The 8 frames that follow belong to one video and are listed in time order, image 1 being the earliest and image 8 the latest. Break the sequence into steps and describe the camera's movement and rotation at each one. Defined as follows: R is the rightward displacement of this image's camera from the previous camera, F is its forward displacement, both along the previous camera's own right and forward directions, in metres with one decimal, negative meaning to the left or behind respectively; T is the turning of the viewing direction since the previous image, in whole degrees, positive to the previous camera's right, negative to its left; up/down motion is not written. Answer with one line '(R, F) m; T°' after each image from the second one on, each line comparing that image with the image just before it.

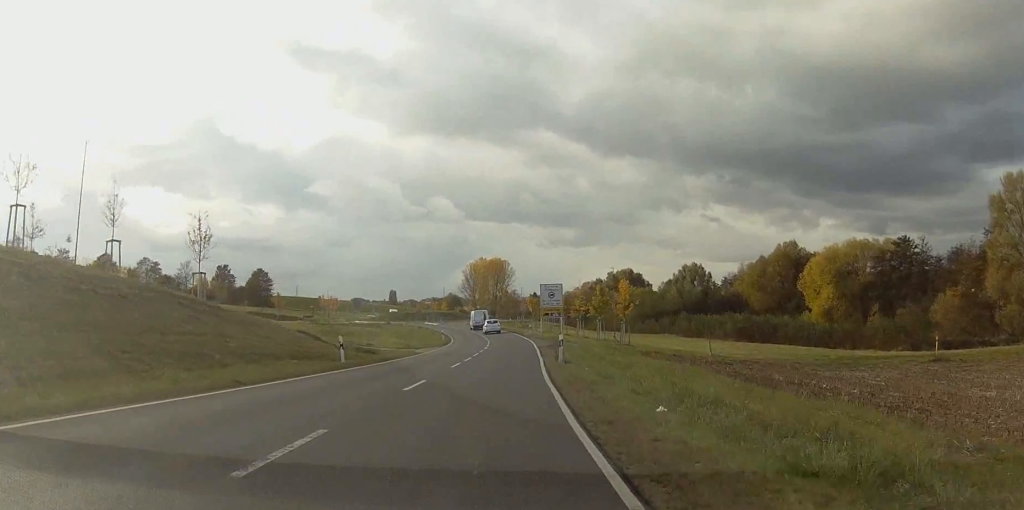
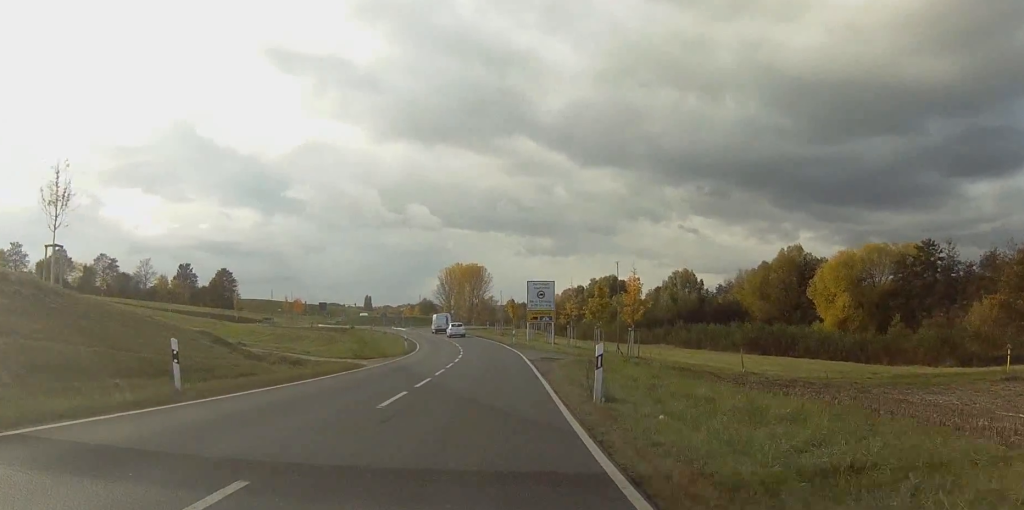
(+0.4, +15.8) m; +2°
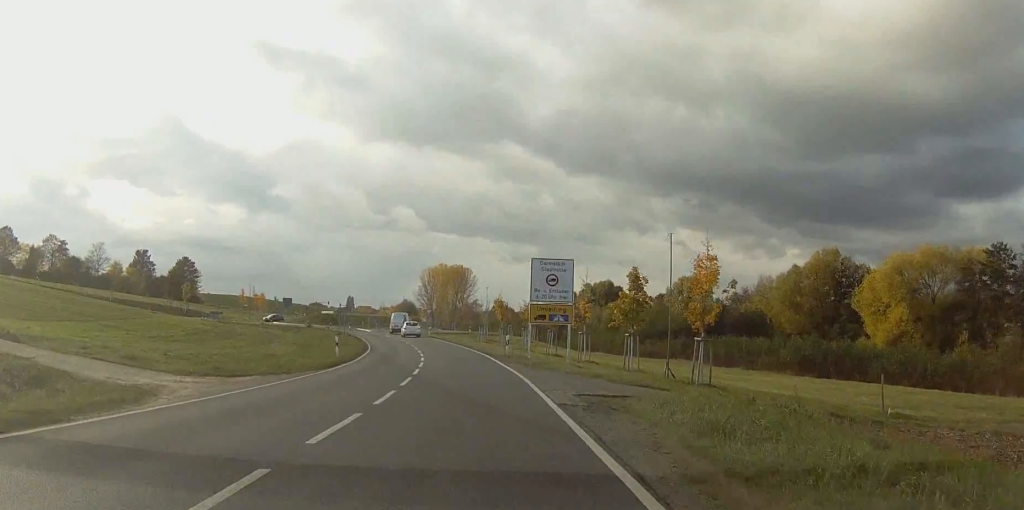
(+0.3, +23.9) m; +1°
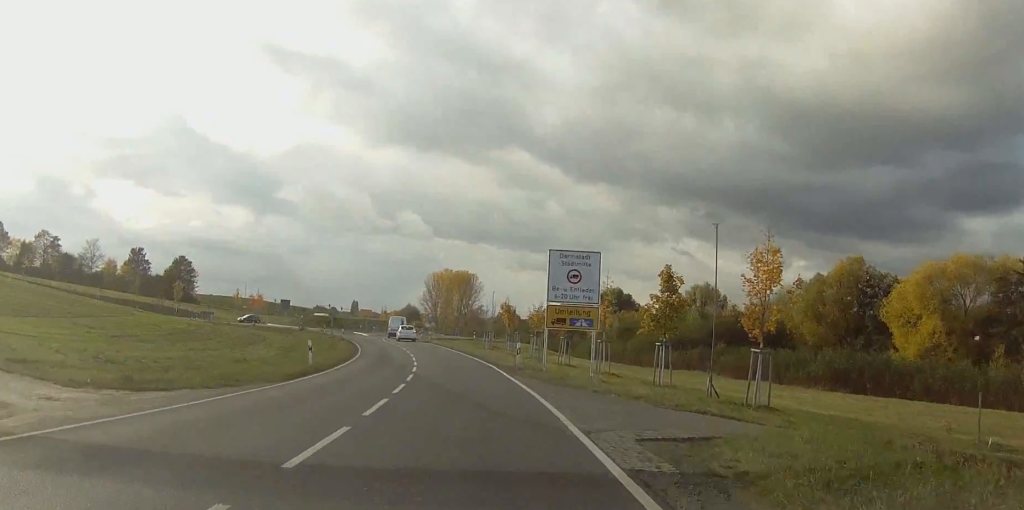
(0.0, +7.6) m; -1°
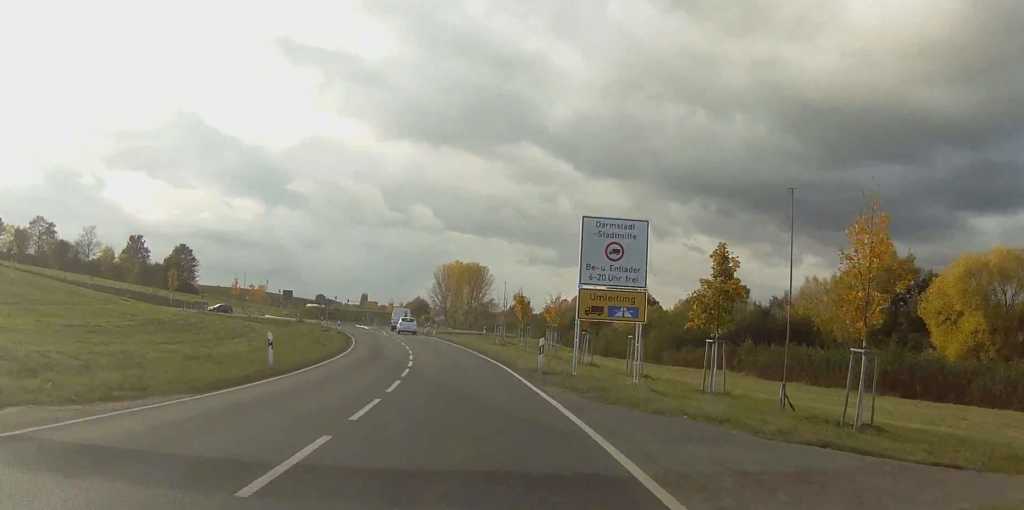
(+0.1, +8.0) m; -1°
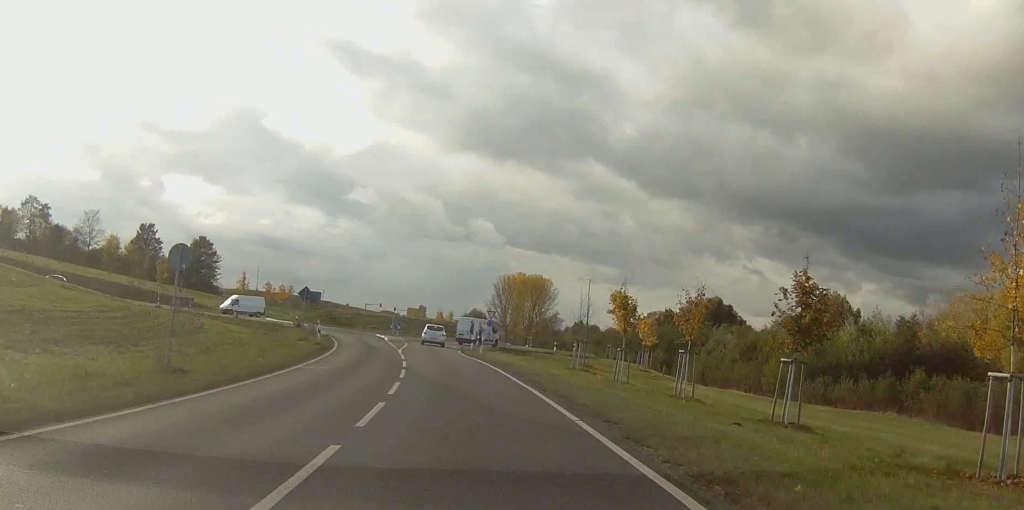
(-1.0, +32.1) m; -3°
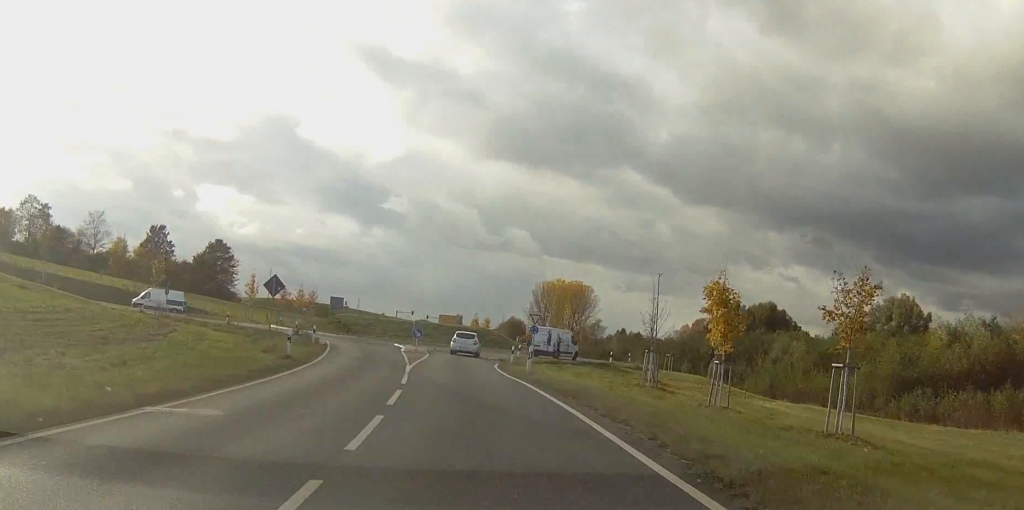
(-0.4, +15.2) m; -1°
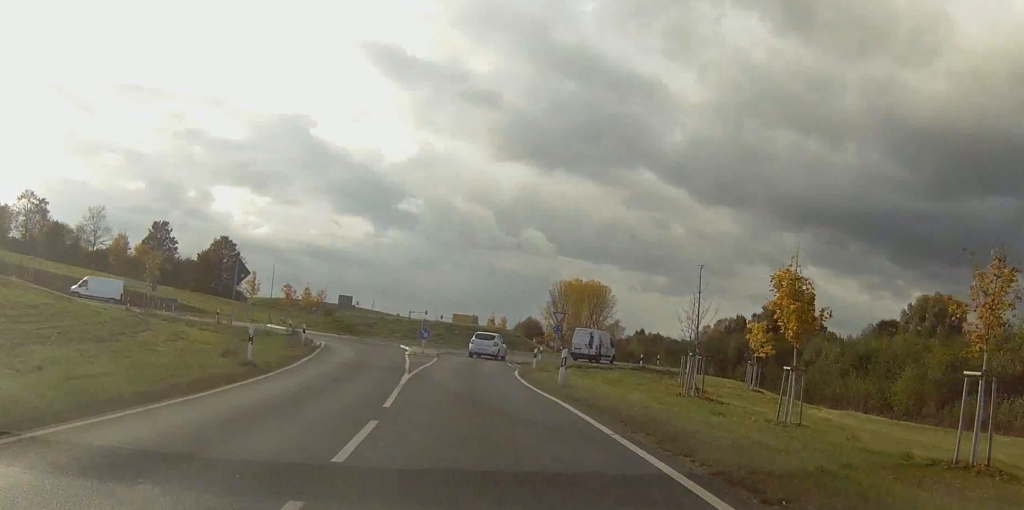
(0.0, +7.1) m; -1°
